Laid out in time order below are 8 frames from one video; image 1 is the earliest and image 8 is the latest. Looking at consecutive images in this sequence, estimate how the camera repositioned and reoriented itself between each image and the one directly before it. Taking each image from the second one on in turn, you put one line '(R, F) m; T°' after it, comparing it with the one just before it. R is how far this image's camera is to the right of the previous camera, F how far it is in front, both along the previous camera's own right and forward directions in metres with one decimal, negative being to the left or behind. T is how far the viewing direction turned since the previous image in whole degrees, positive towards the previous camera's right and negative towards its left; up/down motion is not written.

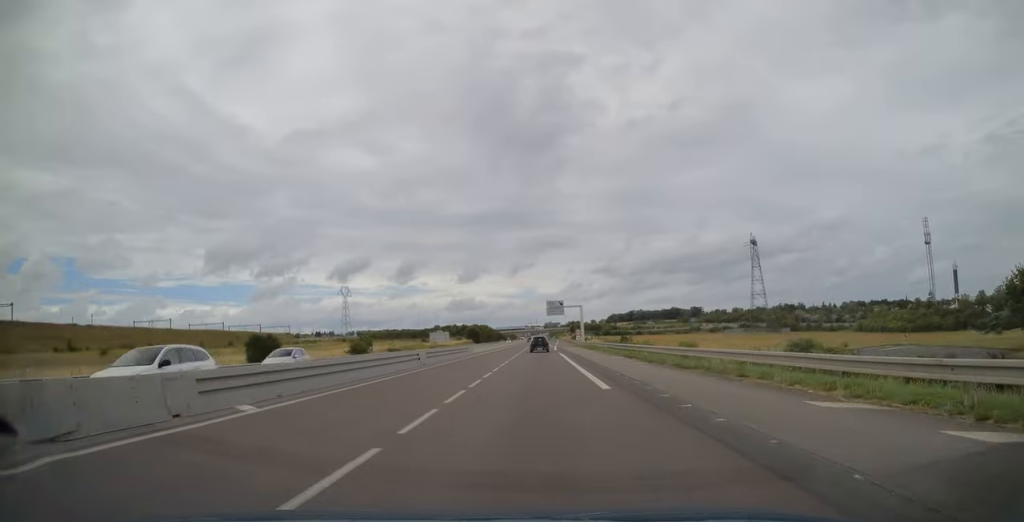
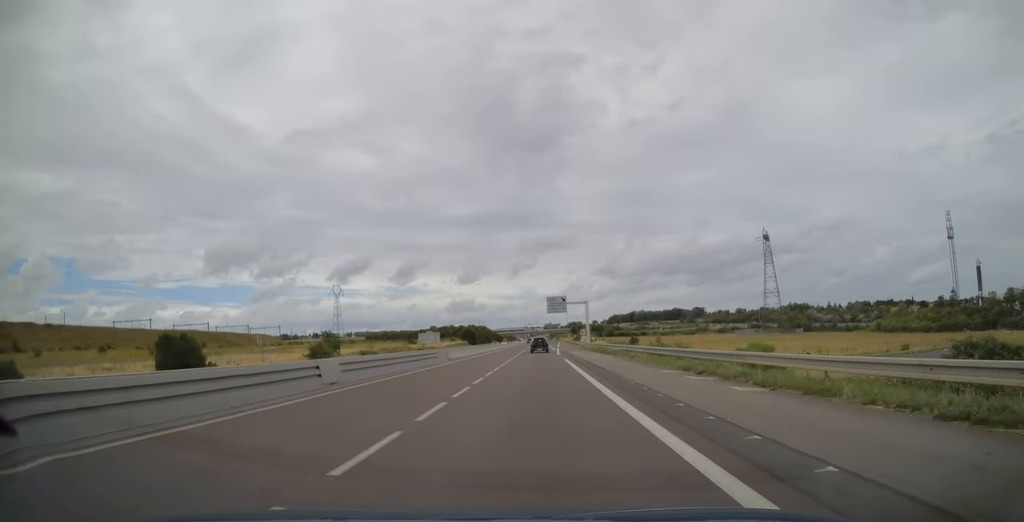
(0.0, +15.6) m; 0°
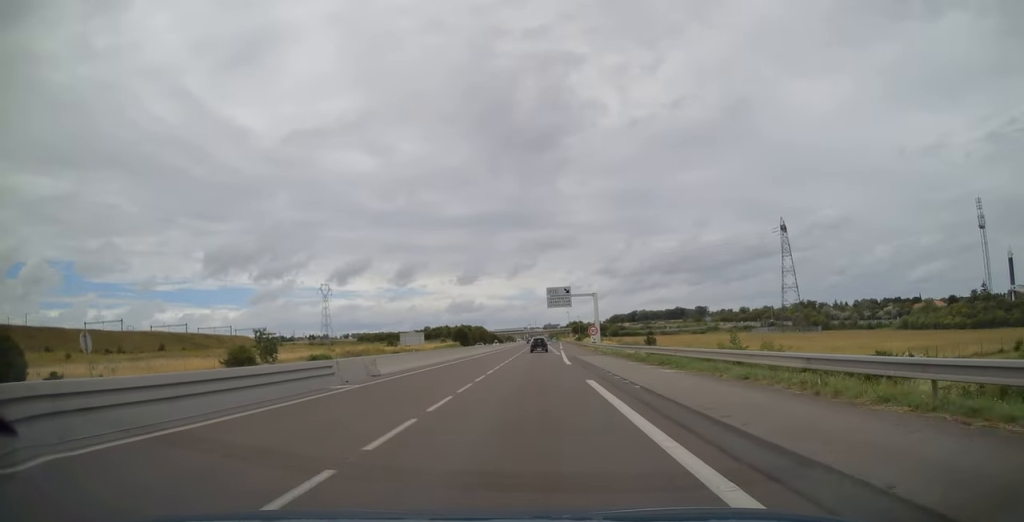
(-0.1, +19.9) m; 0°
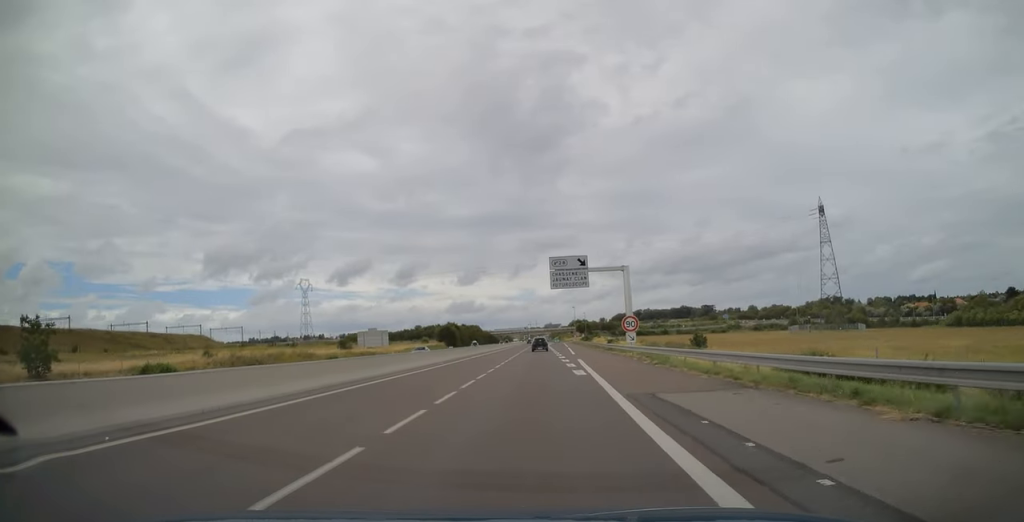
(+0.1, +32.7) m; 0°
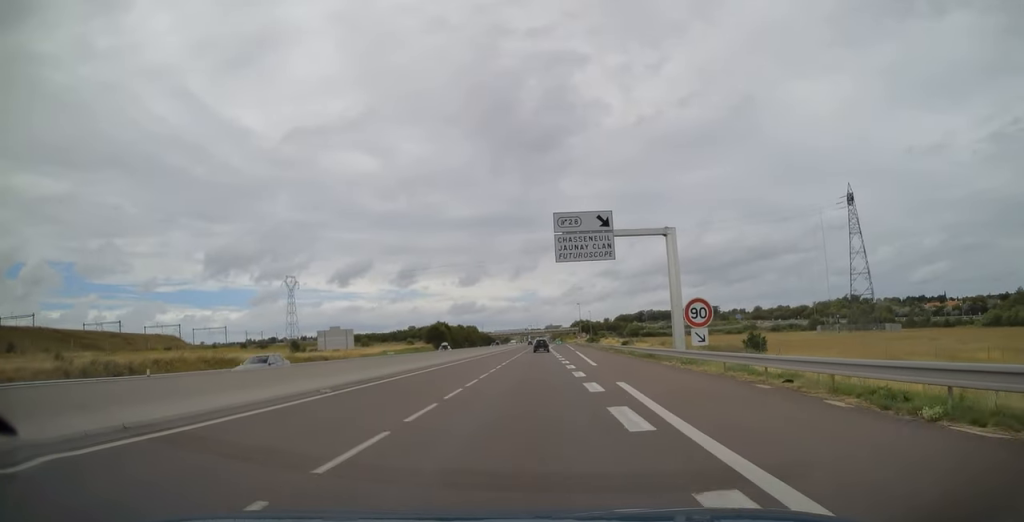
(0.0, +19.8) m; 0°
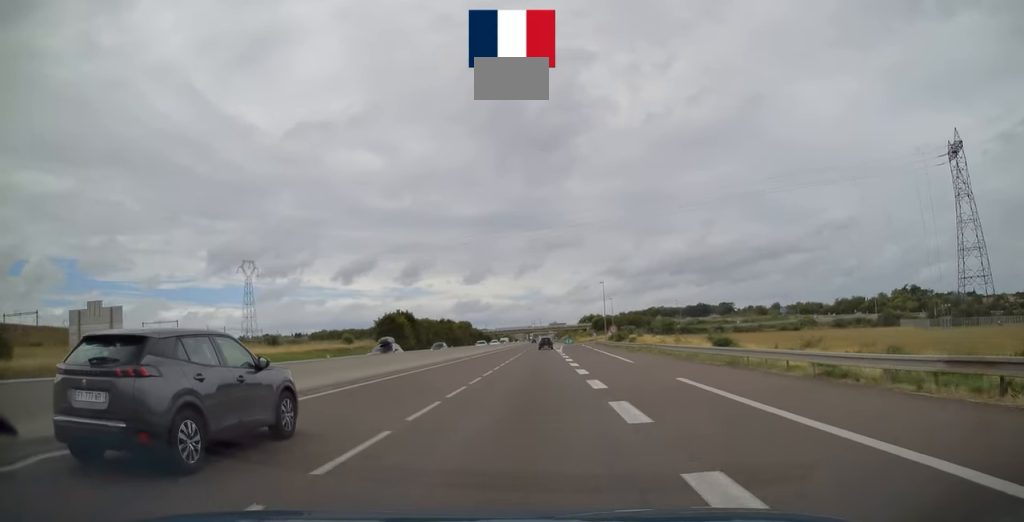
(-0.1, +51.4) m; 0°
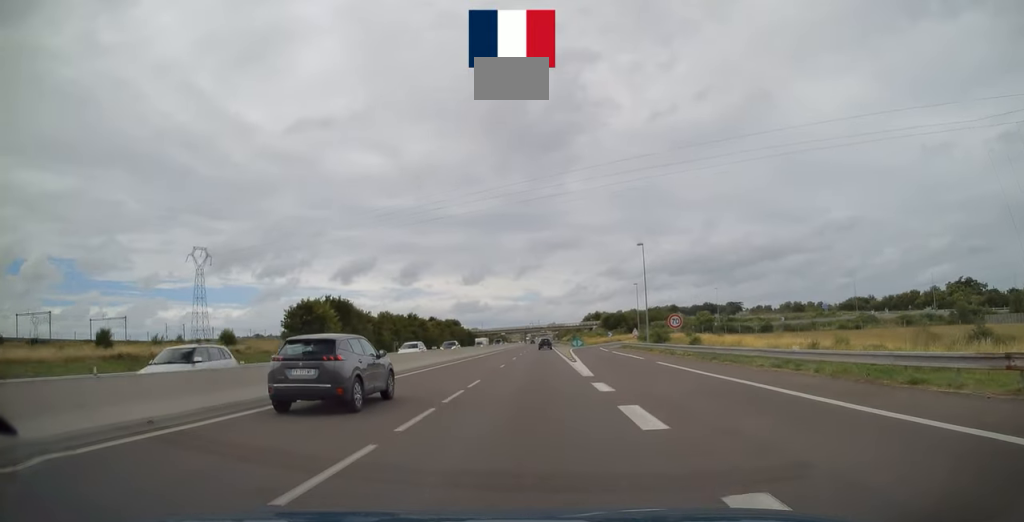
(-0.1, +39.6) m; 0°
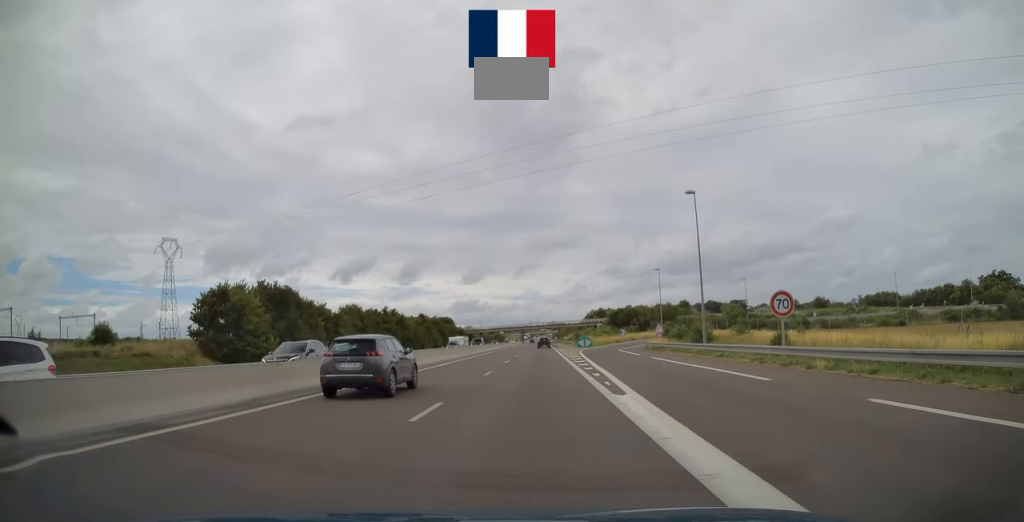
(0.0, +20.4) m; 0°
